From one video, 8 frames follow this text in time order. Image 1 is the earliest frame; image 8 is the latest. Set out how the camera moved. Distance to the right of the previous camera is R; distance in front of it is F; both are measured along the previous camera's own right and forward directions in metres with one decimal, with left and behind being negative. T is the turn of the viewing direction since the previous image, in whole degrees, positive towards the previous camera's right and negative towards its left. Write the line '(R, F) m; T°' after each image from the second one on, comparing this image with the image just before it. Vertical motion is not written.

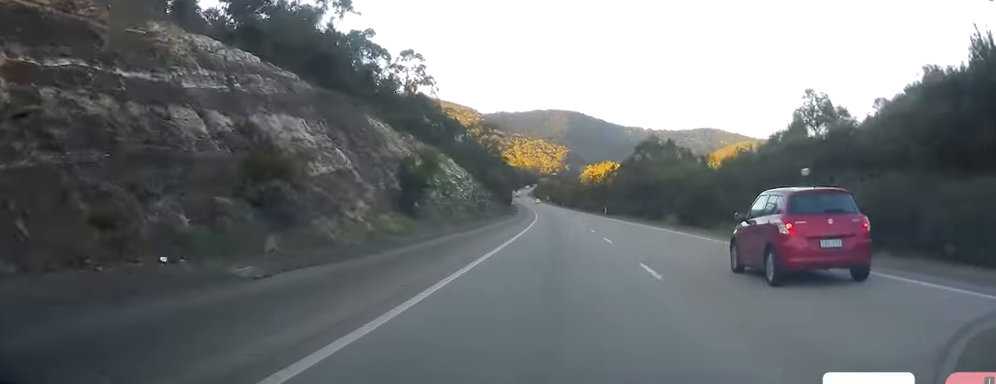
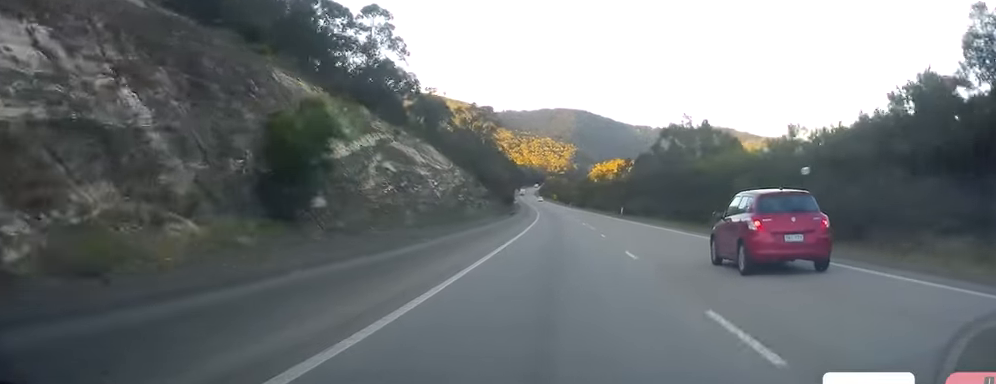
(-0.2, +19.9) m; -1°
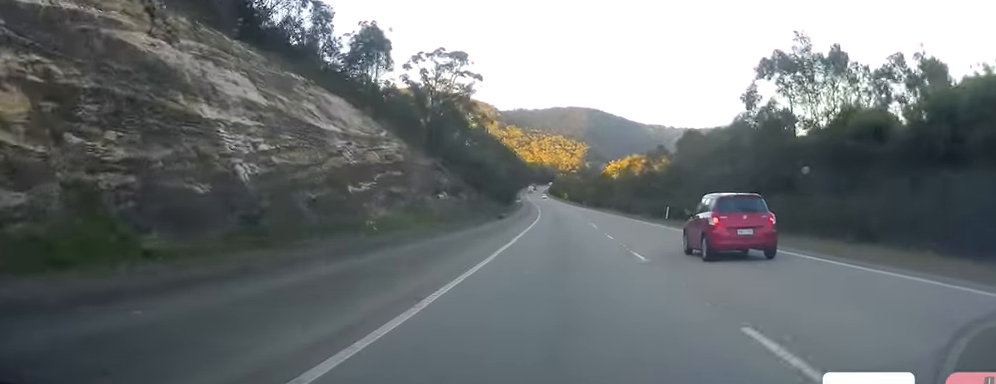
(-0.1, +37.0) m; -1°
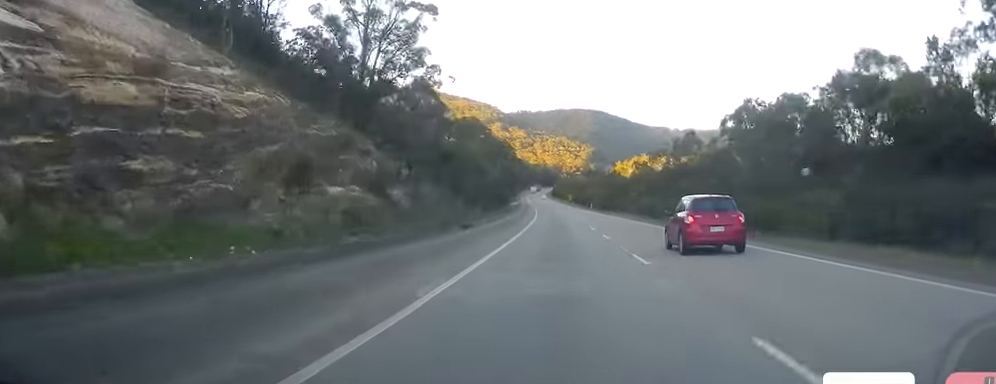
(-0.5, +24.6) m; -1°
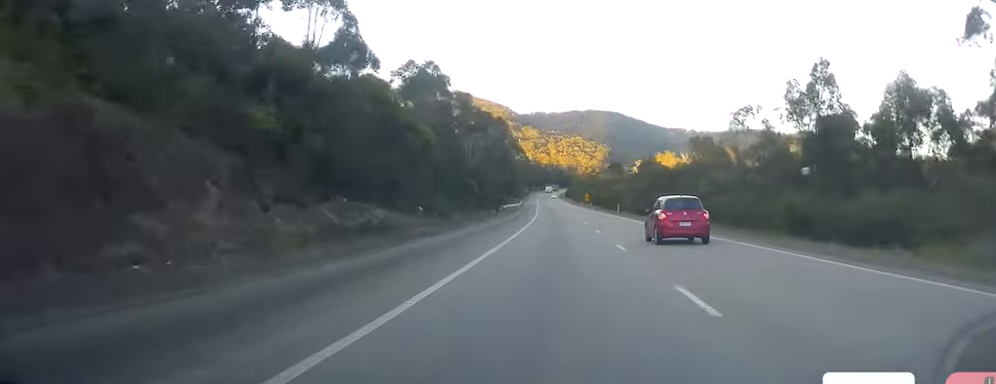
(-0.2, +43.6) m; 0°
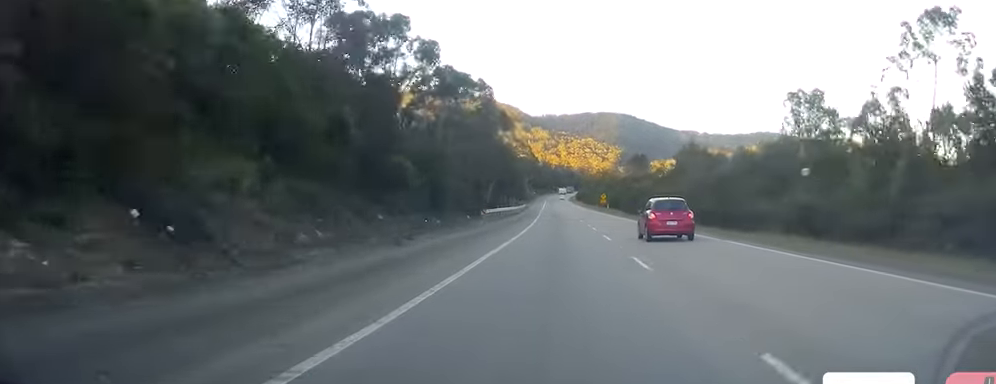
(0.0, +29.4) m; 0°
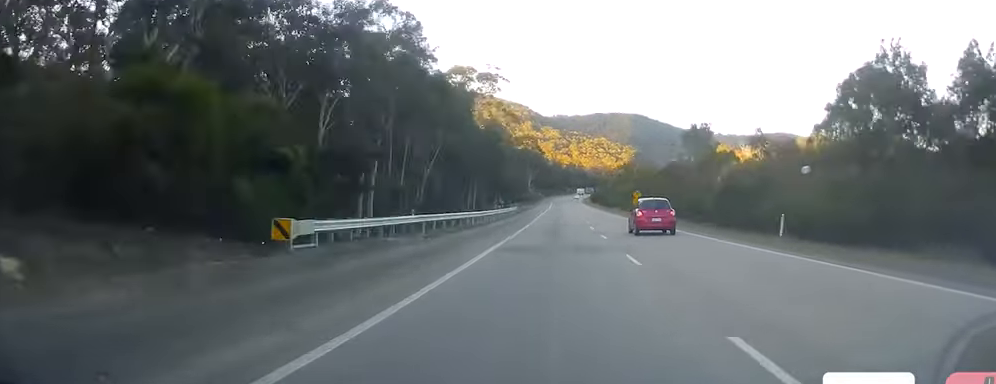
(-0.6, +47.2) m; -2°
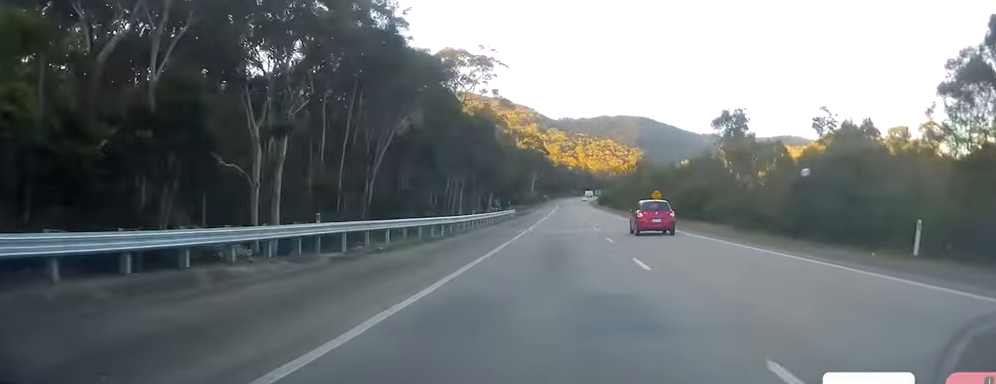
(-0.2, +13.2) m; 0°
